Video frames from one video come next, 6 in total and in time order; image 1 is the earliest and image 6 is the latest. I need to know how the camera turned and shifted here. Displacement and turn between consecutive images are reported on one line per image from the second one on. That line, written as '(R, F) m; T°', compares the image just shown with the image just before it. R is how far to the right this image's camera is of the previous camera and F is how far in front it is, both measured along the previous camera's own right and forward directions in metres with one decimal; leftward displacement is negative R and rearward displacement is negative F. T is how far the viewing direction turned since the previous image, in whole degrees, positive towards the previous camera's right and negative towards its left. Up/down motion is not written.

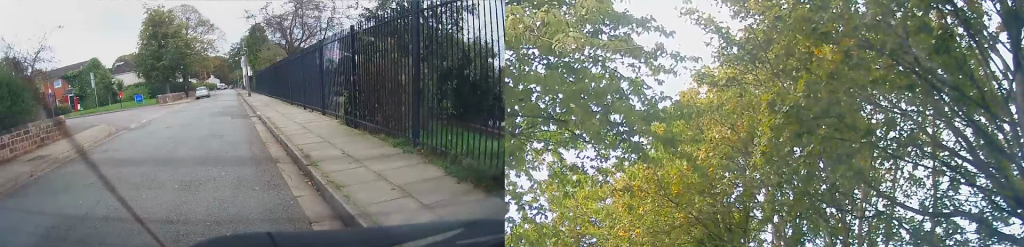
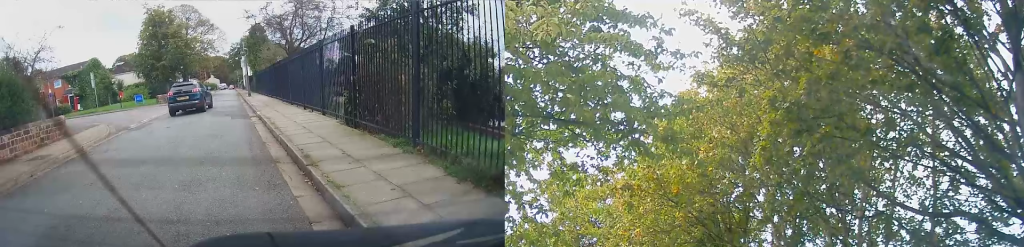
(0.0, 0.0) m; 0°
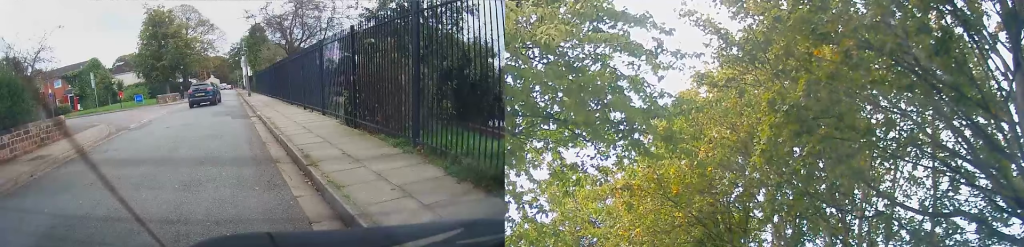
(0.0, 0.0) m; 0°
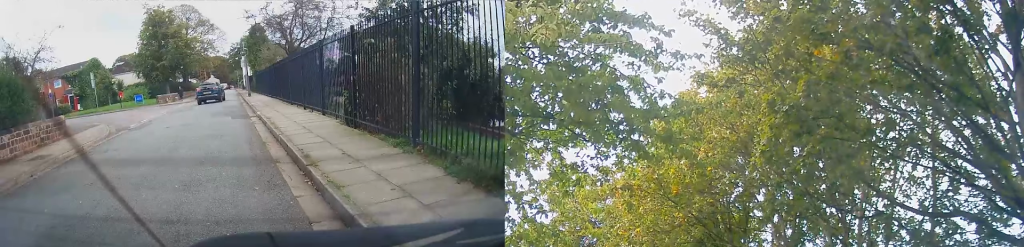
(0.0, 0.0) m; 0°
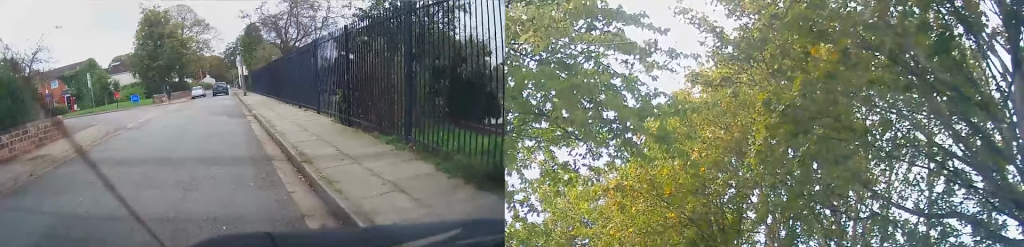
(+0.1, +0.2) m; 0°
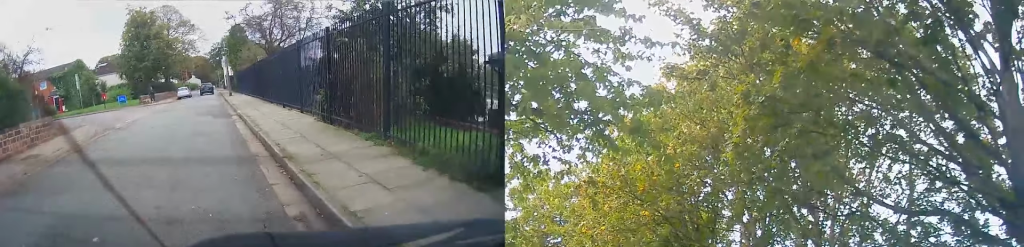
(+0.1, +0.2) m; 0°
